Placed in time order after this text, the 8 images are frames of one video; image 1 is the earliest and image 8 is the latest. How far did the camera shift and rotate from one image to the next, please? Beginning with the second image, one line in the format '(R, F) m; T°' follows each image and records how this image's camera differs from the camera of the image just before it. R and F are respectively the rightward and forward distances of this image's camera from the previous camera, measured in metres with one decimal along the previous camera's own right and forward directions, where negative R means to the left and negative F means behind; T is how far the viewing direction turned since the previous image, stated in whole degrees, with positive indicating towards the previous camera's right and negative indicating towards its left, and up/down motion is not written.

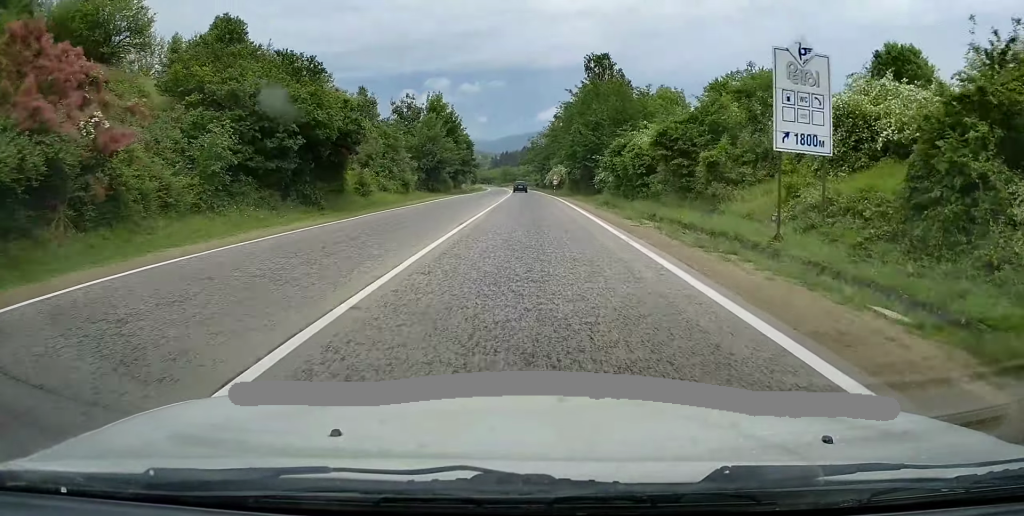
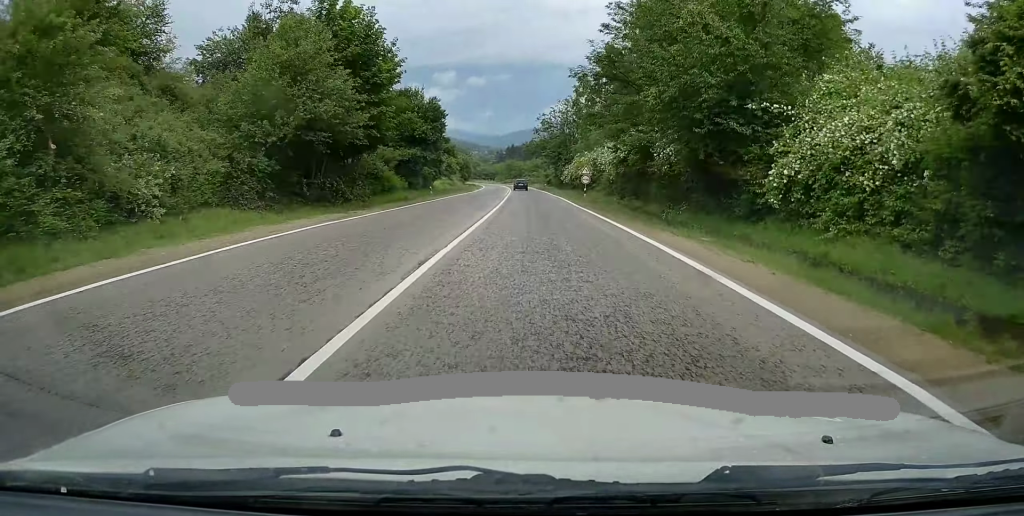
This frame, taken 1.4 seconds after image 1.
(-0.3, +38.1) m; 0°
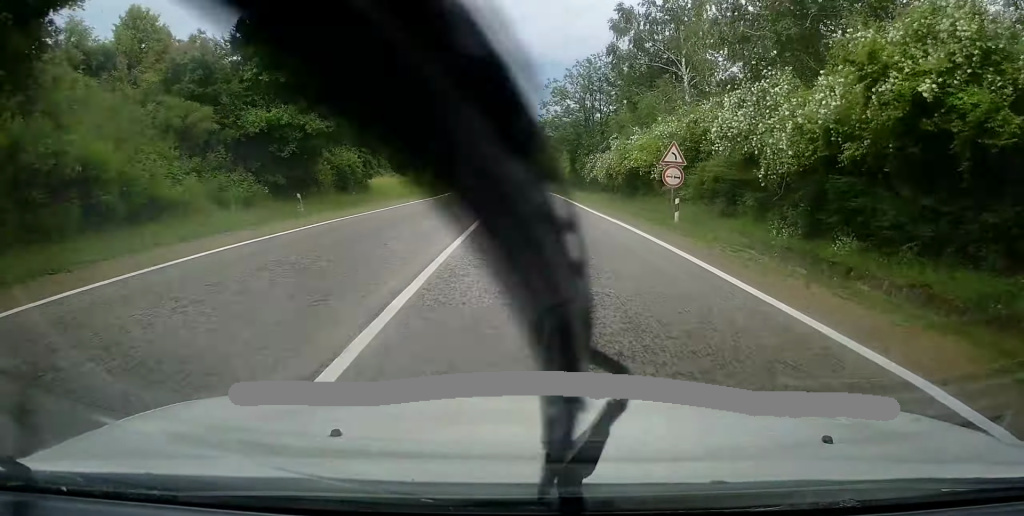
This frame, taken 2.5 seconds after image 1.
(0.0, +29.1) m; 0°
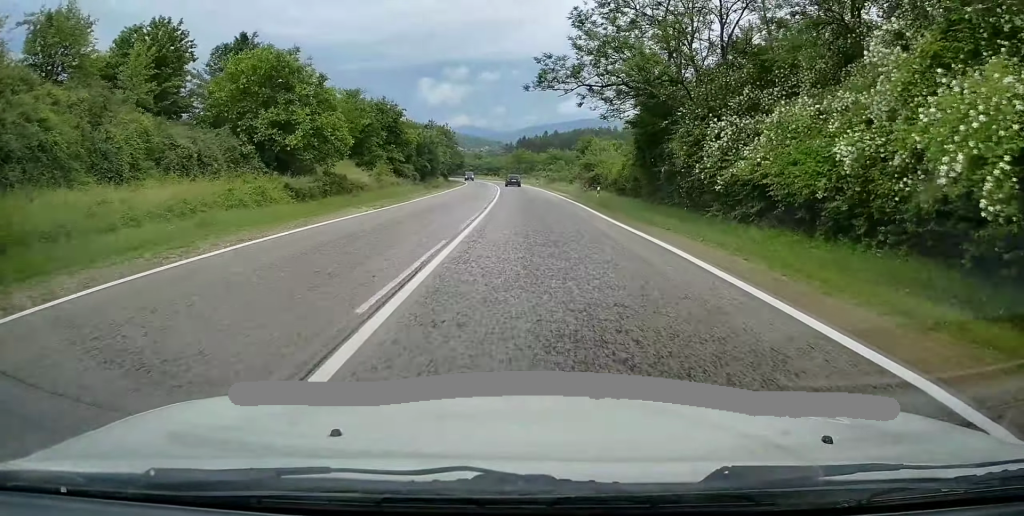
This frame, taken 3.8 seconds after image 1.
(0.0, +34.4) m; -1°
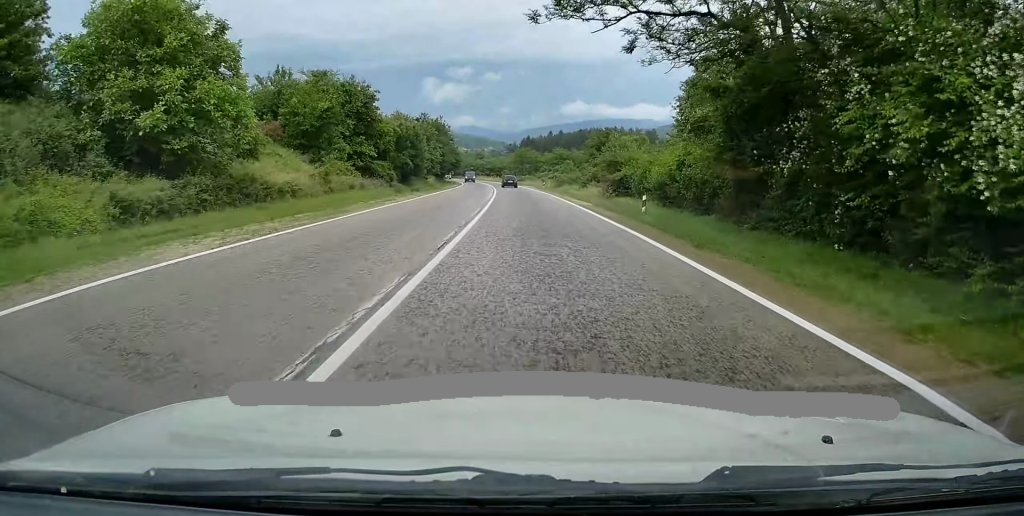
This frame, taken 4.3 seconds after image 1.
(-0.2, +13.2) m; -1°
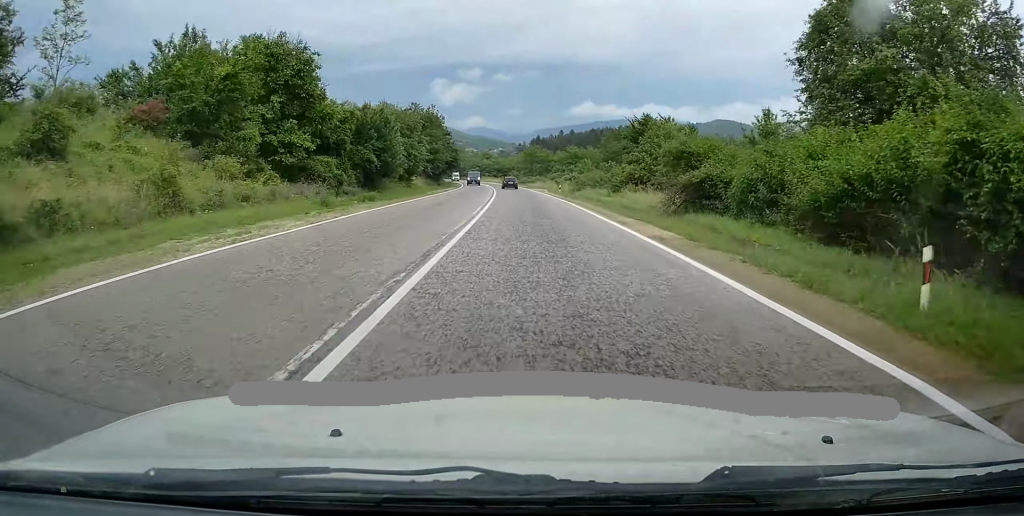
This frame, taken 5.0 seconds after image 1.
(-0.1, +16.8) m; -1°
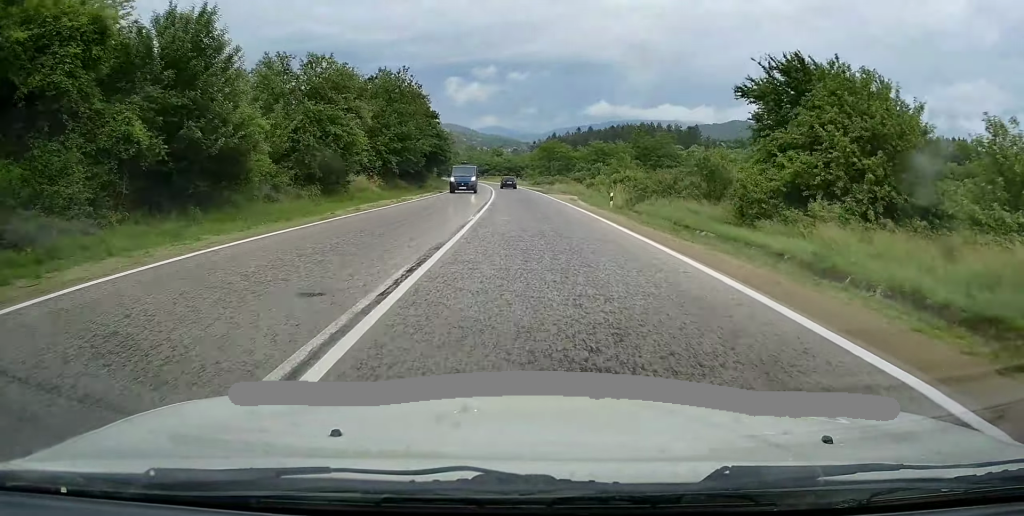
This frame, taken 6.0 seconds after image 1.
(-0.1, +27.2) m; -1°
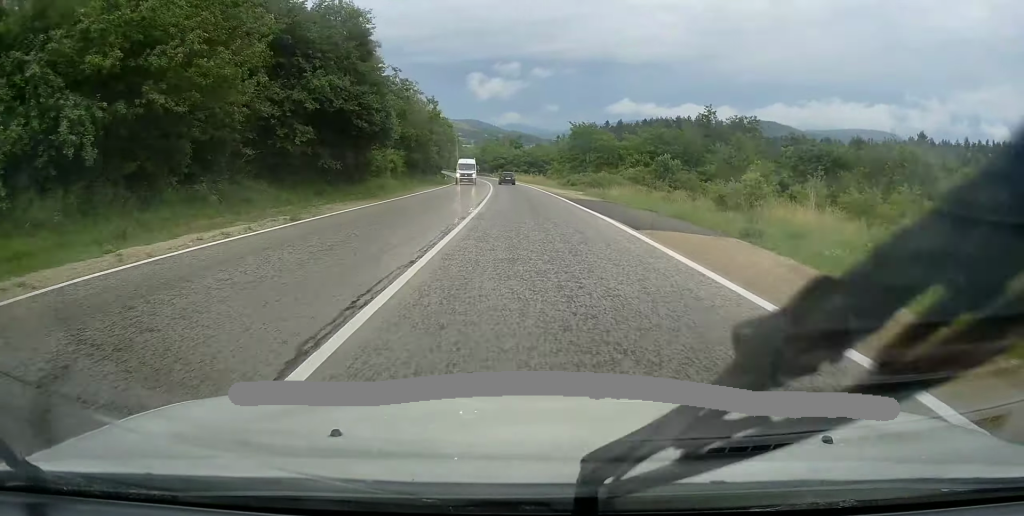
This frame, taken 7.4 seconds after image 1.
(-0.4, +37.0) m; -1°
